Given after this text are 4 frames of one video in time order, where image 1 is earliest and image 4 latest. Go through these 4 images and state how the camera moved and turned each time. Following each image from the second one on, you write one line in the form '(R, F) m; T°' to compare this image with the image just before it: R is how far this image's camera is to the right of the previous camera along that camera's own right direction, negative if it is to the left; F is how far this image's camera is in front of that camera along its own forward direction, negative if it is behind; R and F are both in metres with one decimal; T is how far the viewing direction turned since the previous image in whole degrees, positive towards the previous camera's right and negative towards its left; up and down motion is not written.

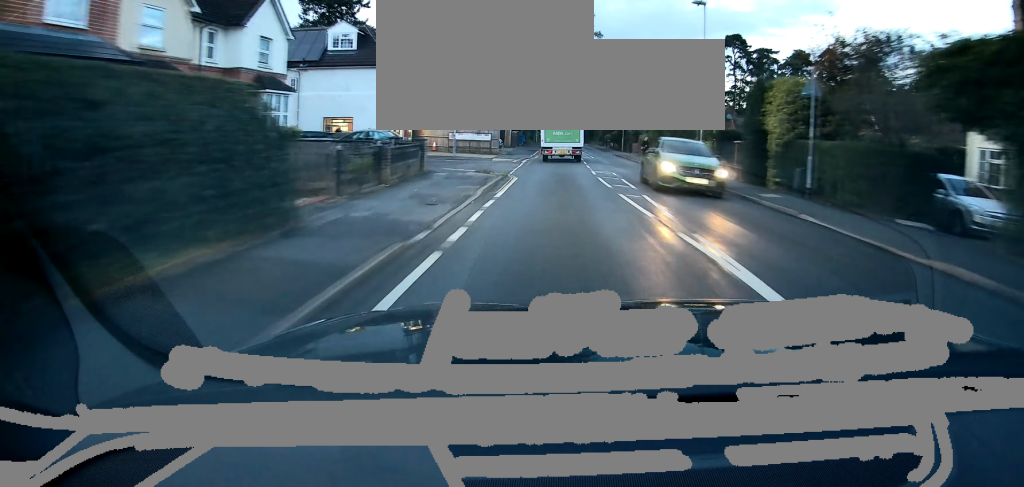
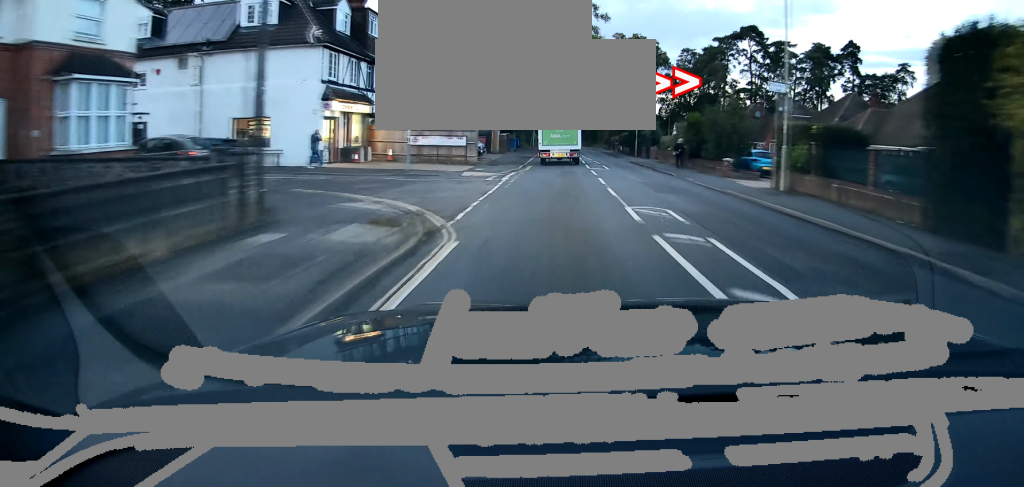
(-0.2, +12.3) m; 0°
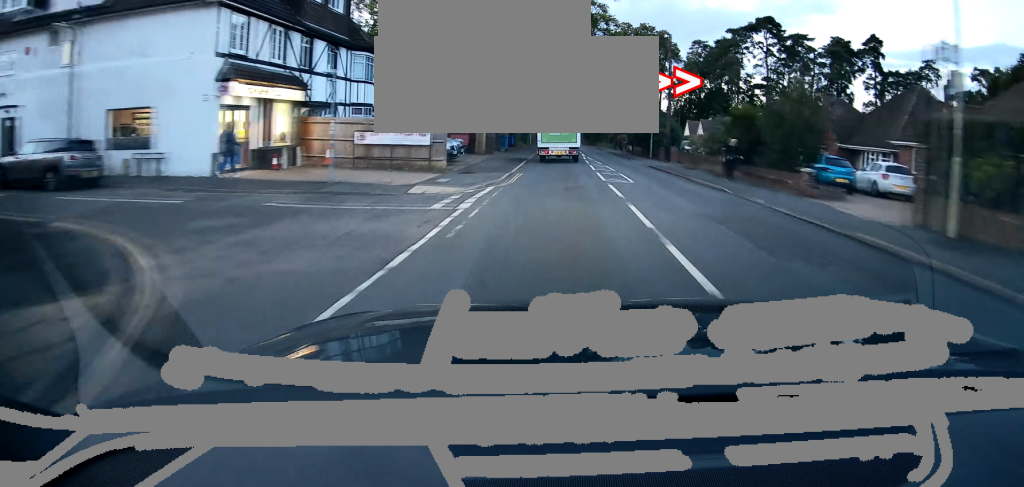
(+0.1, +9.4) m; 0°
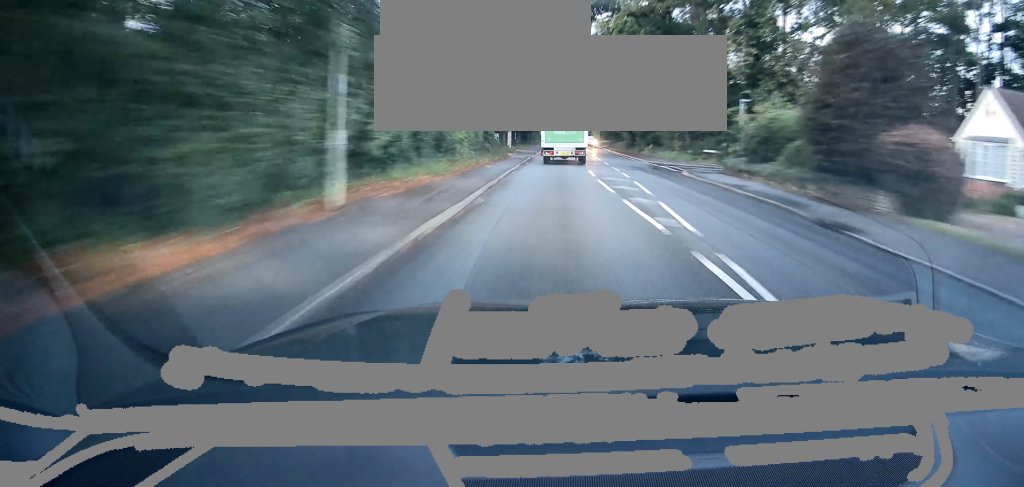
(-0.5, +65.0) m; 0°
